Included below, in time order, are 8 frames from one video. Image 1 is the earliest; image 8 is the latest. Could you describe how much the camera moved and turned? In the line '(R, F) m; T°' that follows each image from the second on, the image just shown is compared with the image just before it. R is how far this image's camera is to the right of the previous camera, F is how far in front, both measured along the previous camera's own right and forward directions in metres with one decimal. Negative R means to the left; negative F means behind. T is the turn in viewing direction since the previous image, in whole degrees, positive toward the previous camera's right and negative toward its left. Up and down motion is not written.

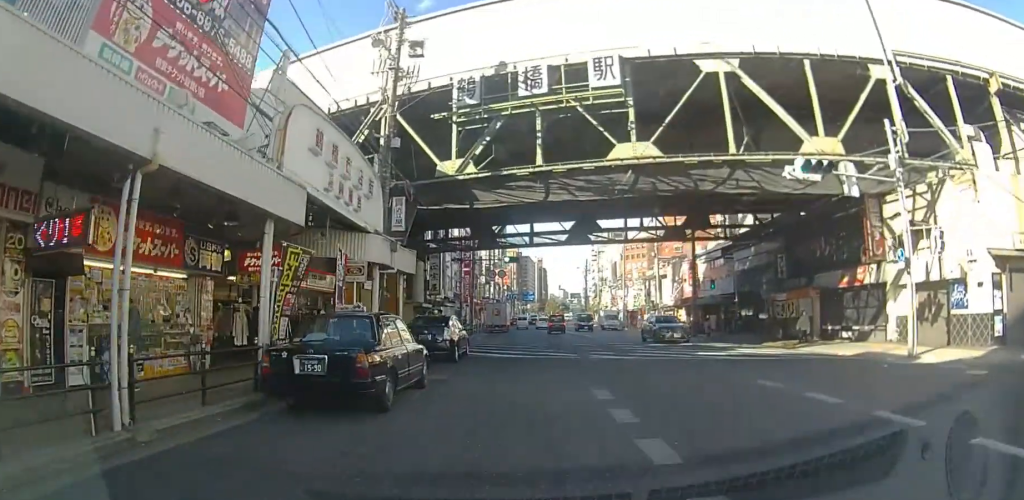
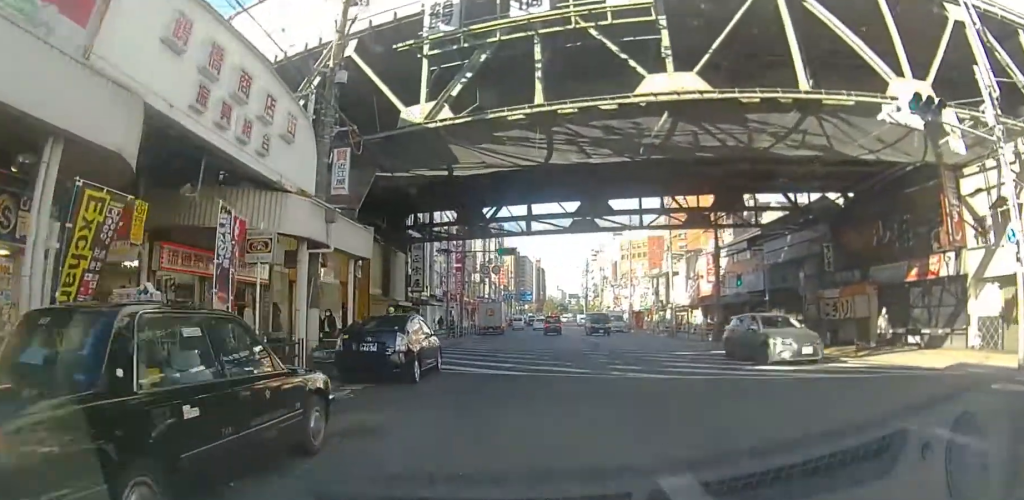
(0.0, +5.4) m; +1°
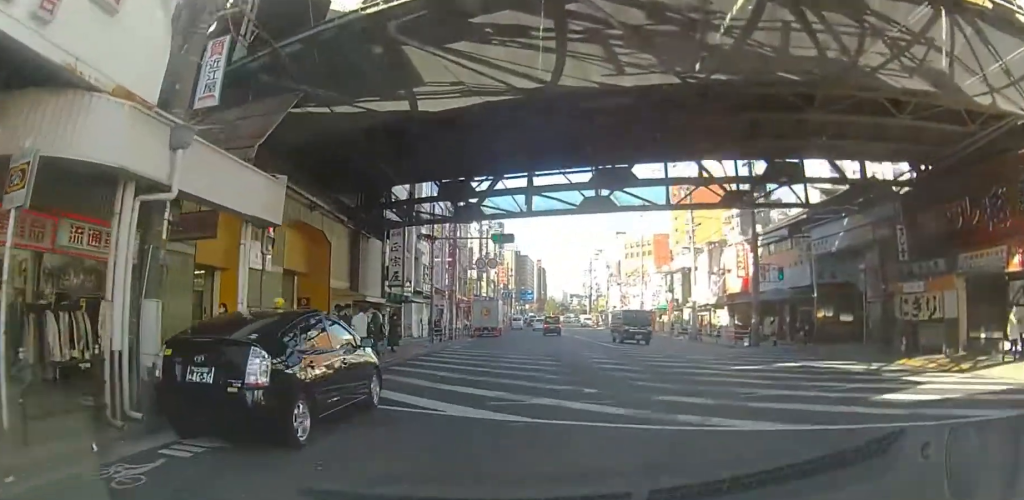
(0.0, +5.3) m; 0°
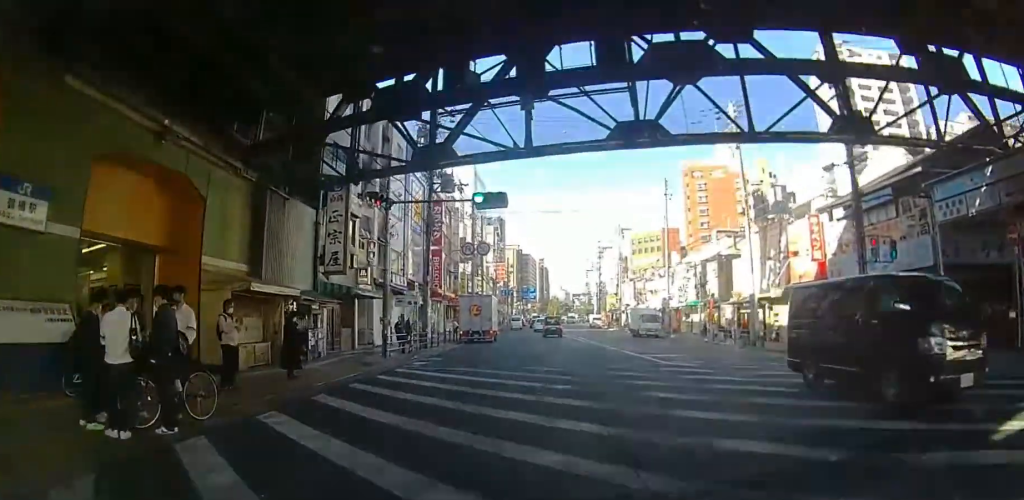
(0.0, +9.1) m; 0°
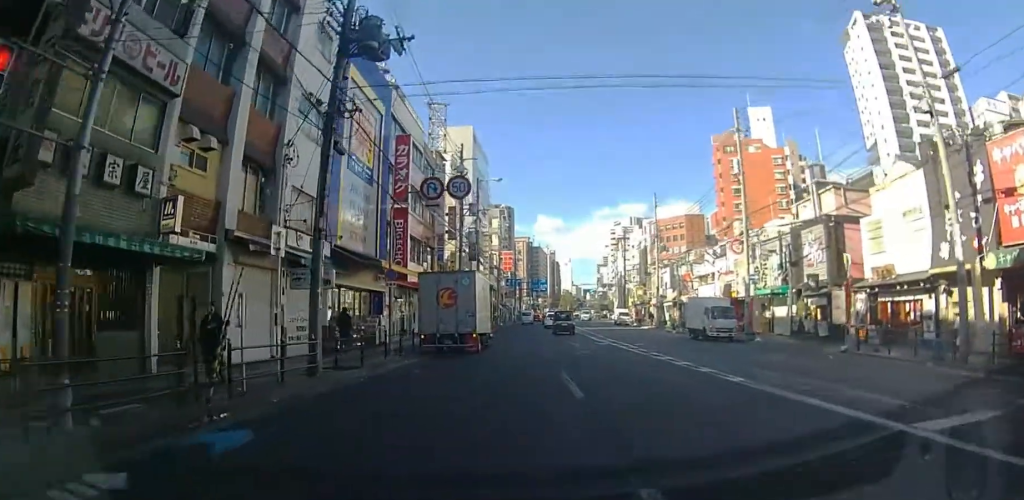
(0.0, +14.3) m; 0°
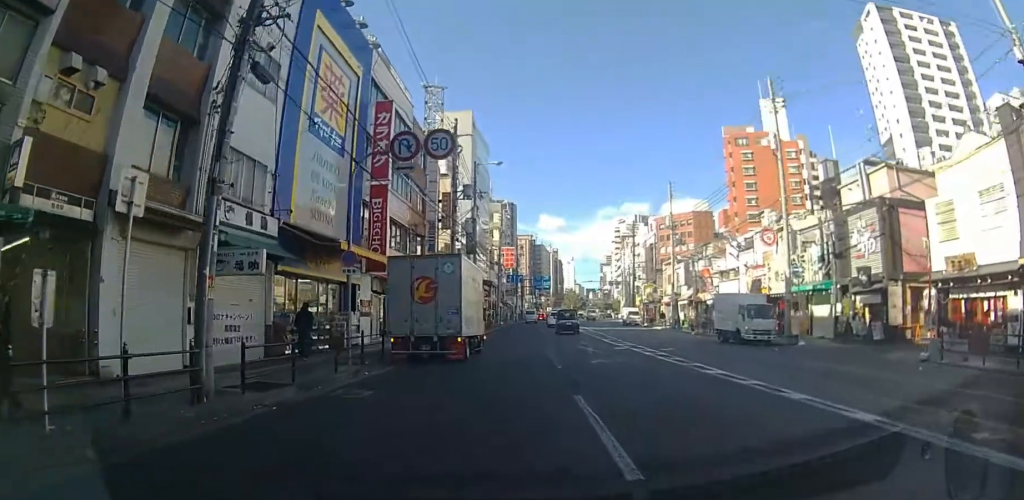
(0.0, +4.4) m; 0°
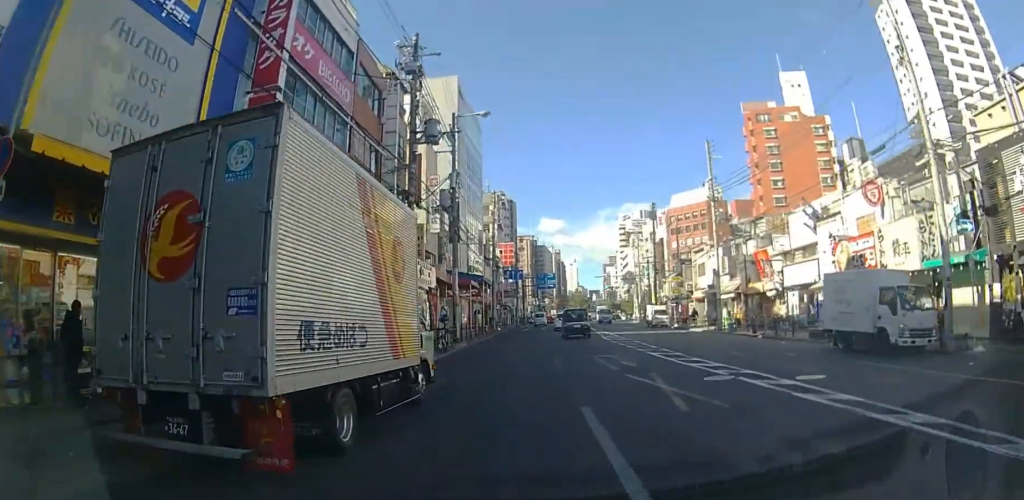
(-0.1, +10.8) m; -2°
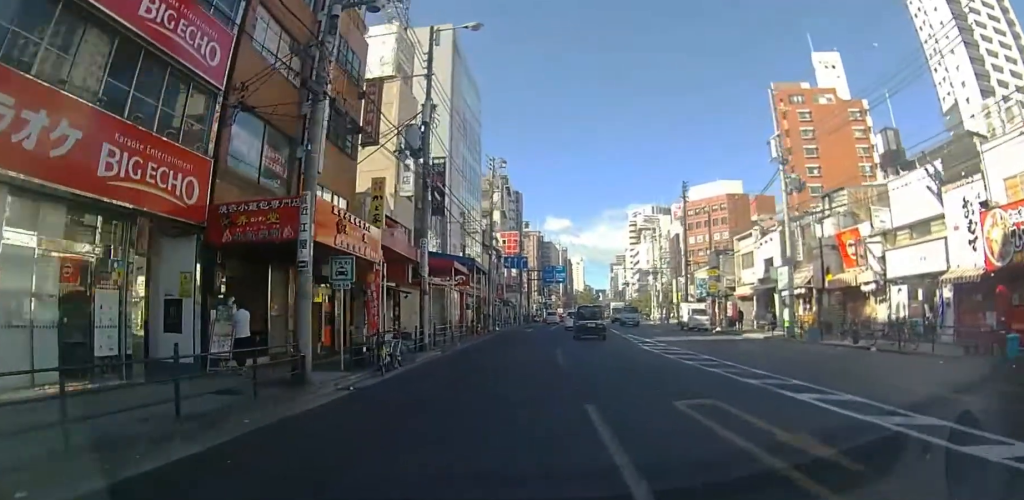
(-0.3, +9.7) m; -2°
